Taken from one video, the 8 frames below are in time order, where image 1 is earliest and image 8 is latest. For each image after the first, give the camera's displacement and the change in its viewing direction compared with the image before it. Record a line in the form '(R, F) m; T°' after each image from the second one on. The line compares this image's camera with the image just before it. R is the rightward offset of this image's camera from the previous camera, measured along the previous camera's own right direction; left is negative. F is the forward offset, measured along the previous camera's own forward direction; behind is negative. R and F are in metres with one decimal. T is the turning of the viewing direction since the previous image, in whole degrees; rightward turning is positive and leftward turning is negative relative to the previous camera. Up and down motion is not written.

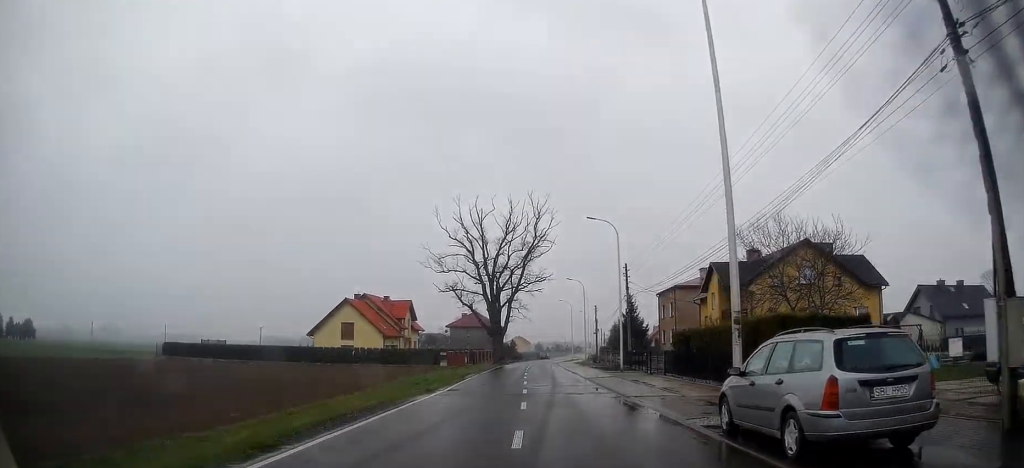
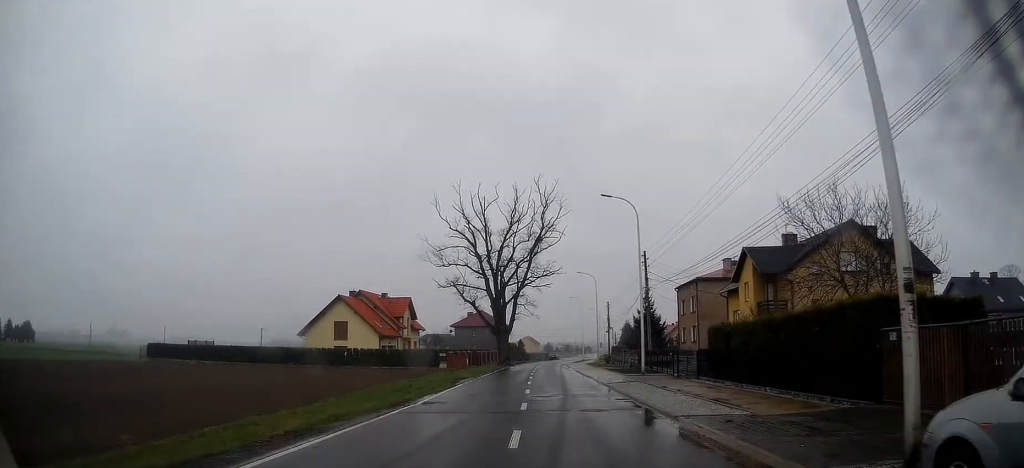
(0.0, +5.9) m; -1°
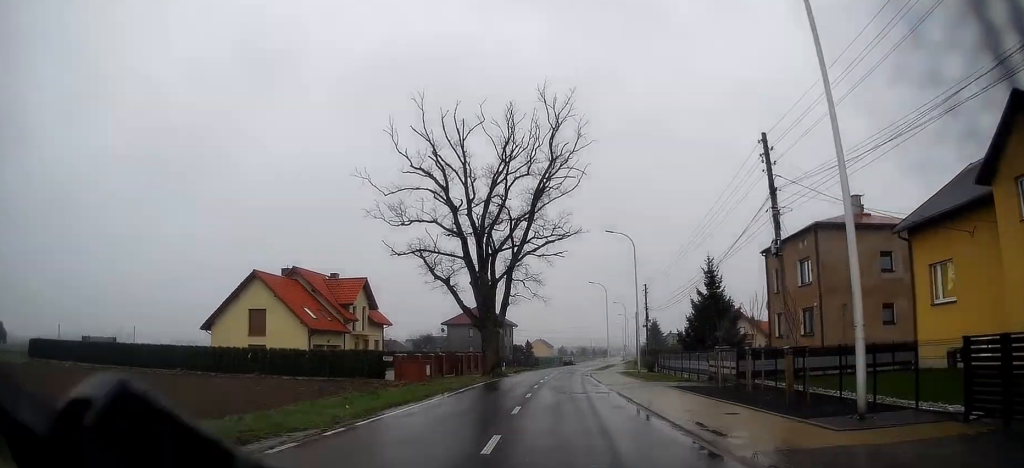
(-0.4, +23.7) m; -2°
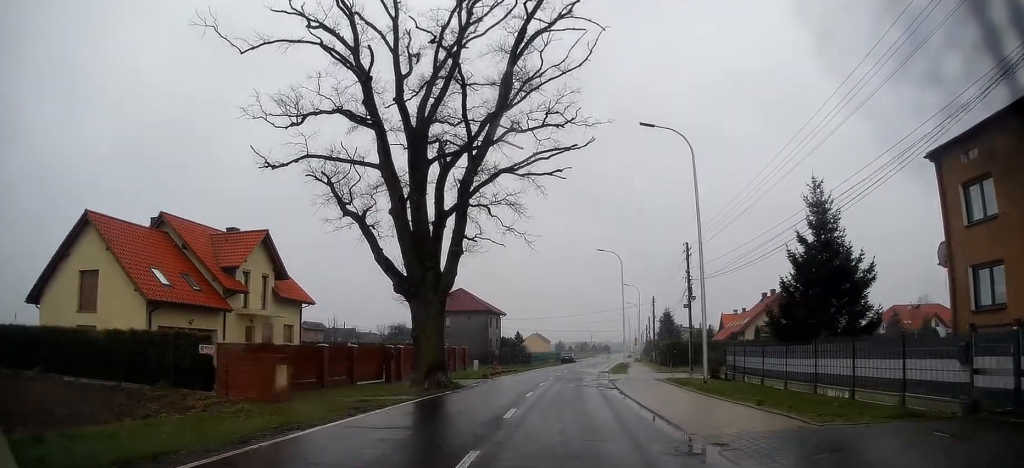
(-0.2, +20.3) m; 0°
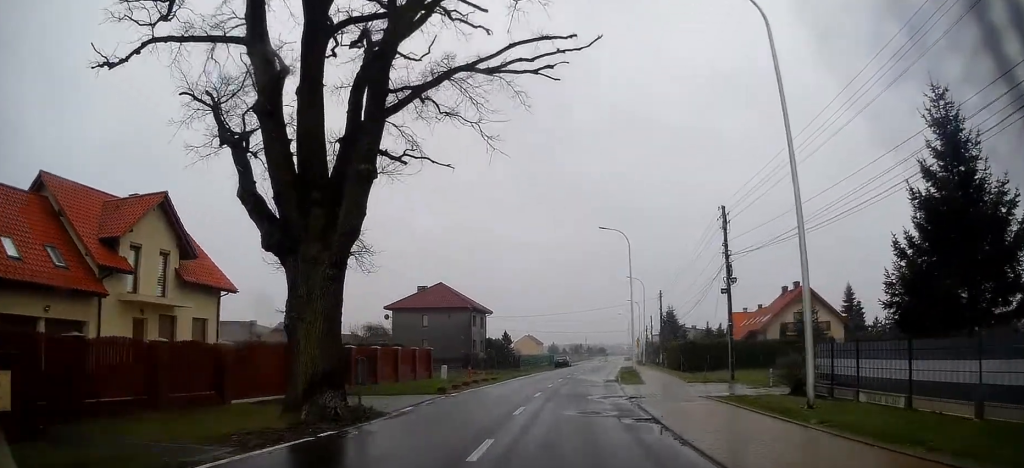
(+0.1, +10.5) m; +1°
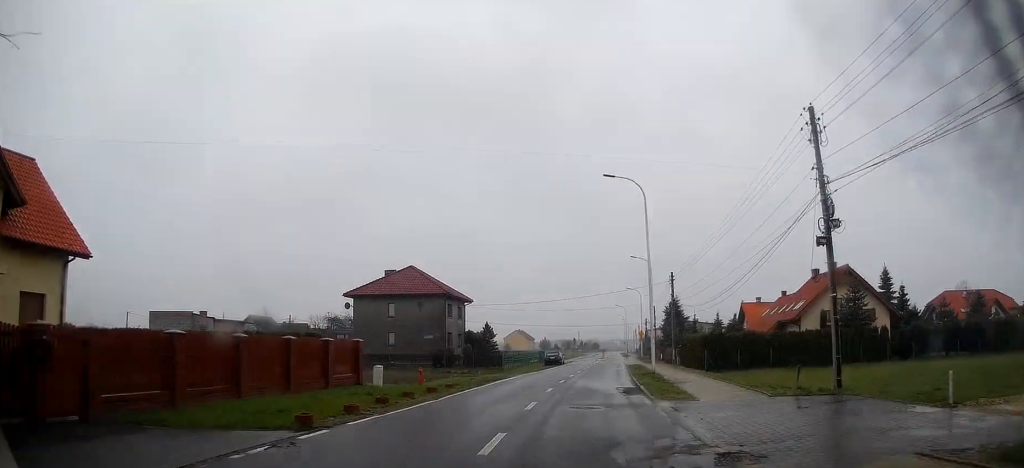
(0.0, +11.9) m; +1°
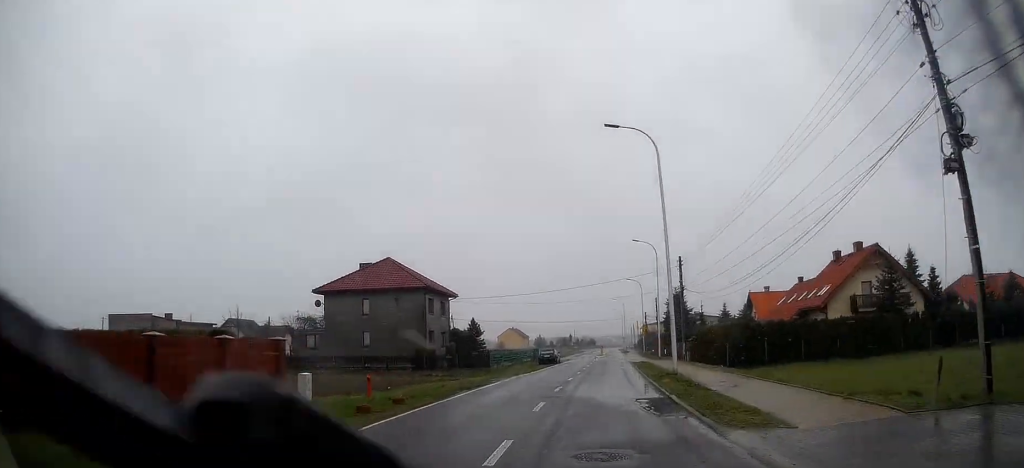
(+0.1, +6.8) m; +1°
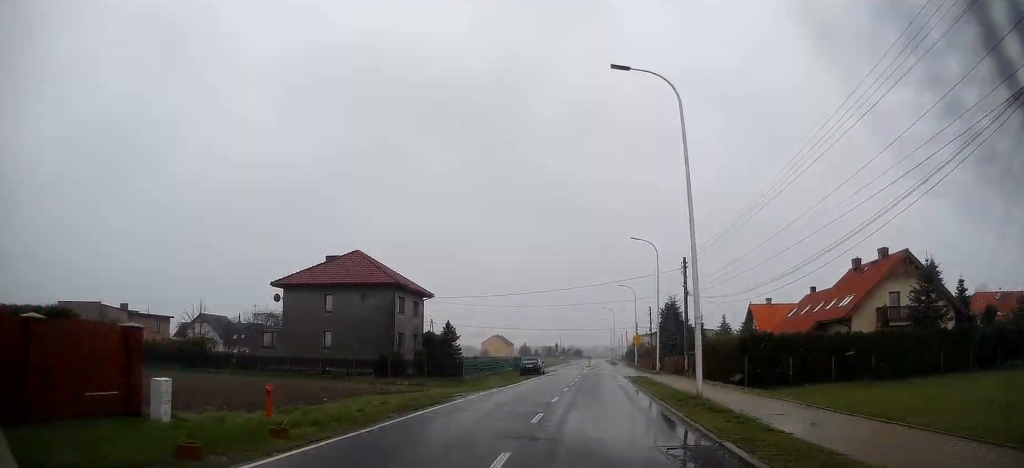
(0.0, +6.4) m; +1°
